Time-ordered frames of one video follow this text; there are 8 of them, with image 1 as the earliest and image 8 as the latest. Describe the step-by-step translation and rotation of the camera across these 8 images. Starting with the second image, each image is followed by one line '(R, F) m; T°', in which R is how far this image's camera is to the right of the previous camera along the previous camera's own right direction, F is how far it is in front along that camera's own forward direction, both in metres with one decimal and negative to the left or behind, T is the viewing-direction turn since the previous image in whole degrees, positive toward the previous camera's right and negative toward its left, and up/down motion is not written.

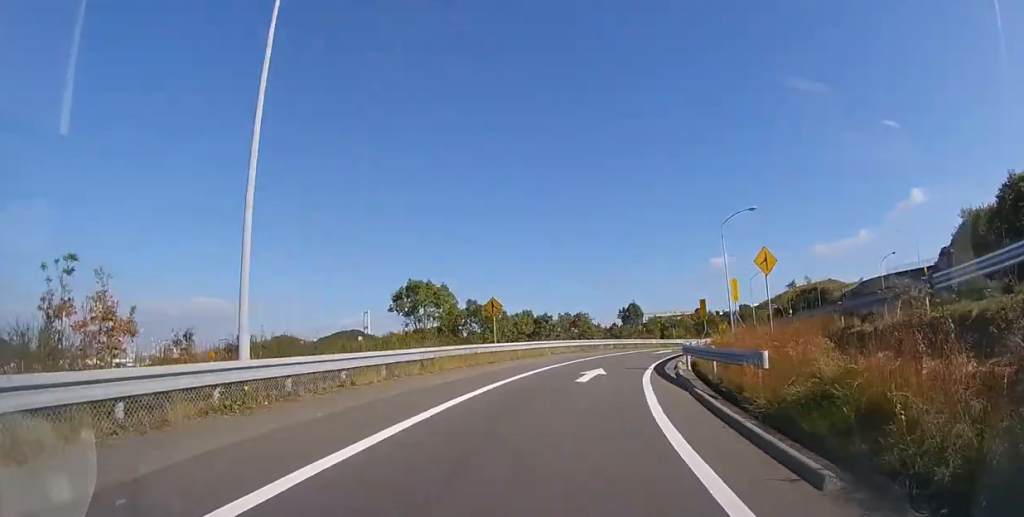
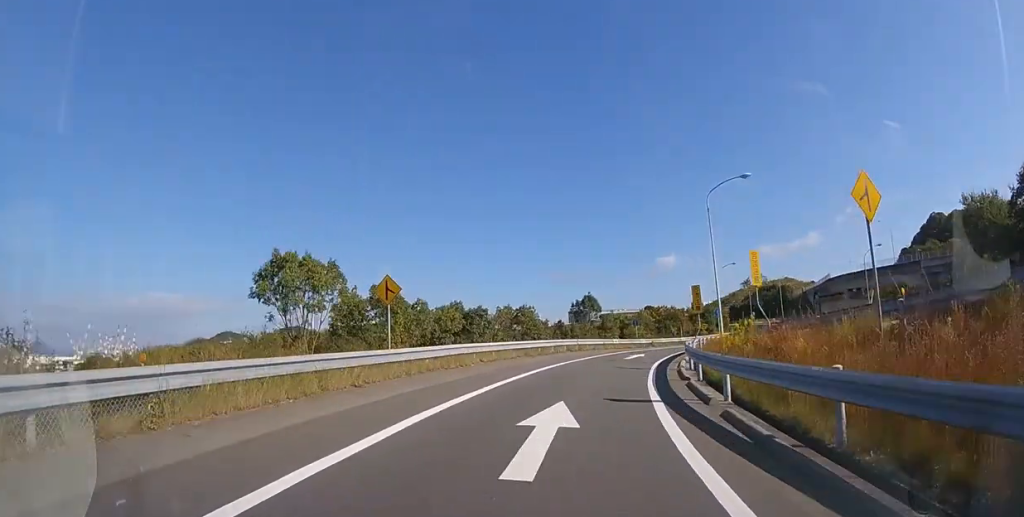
(+0.5, +8.9) m; +6°
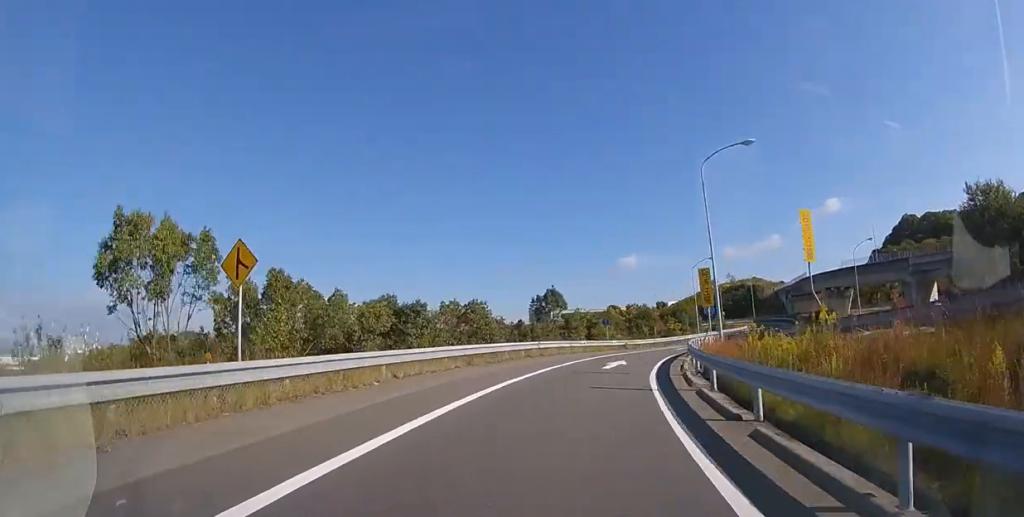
(+0.3, +6.7) m; +5°
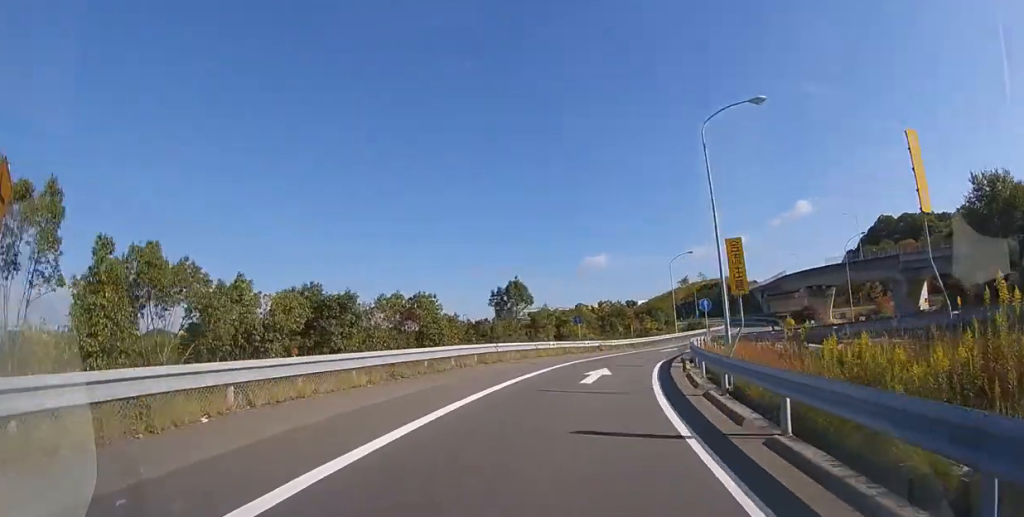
(+0.1, +5.3) m; +4°
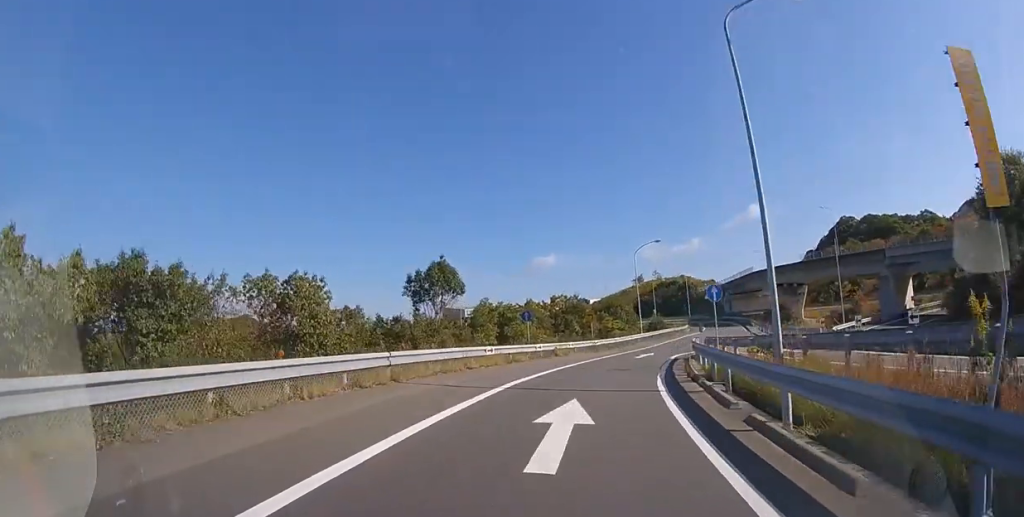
(+0.4, +8.4) m; +6°
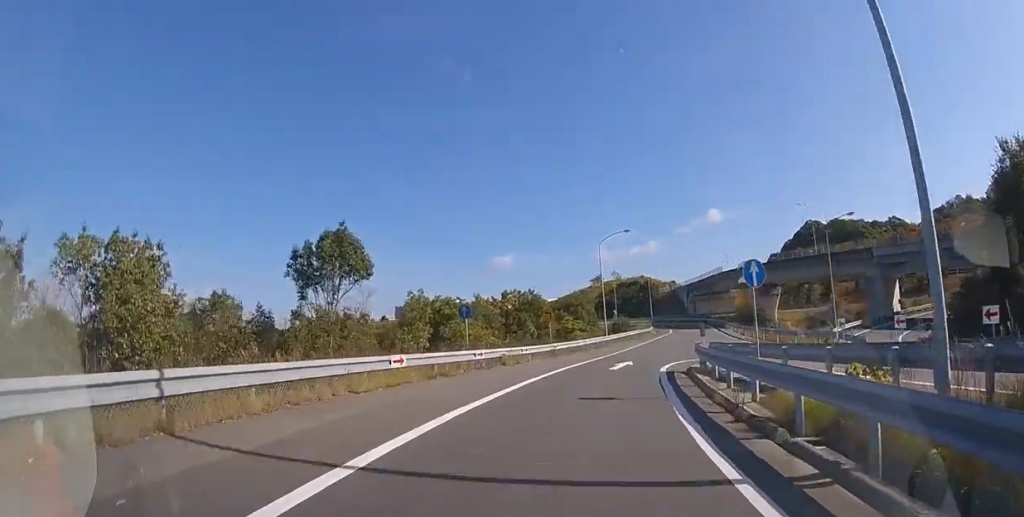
(+0.3, +6.6) m; +5°
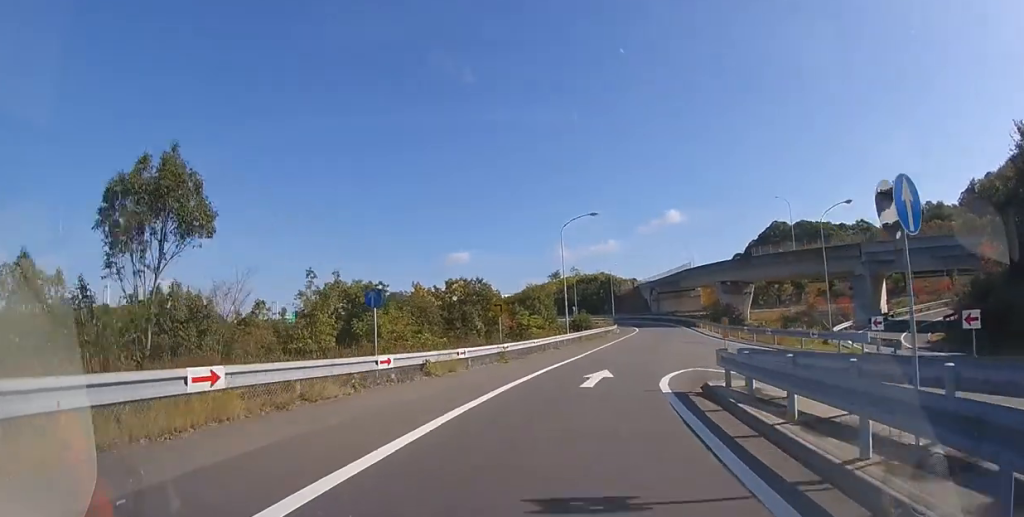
(+0.2, +6.6) m; +5°
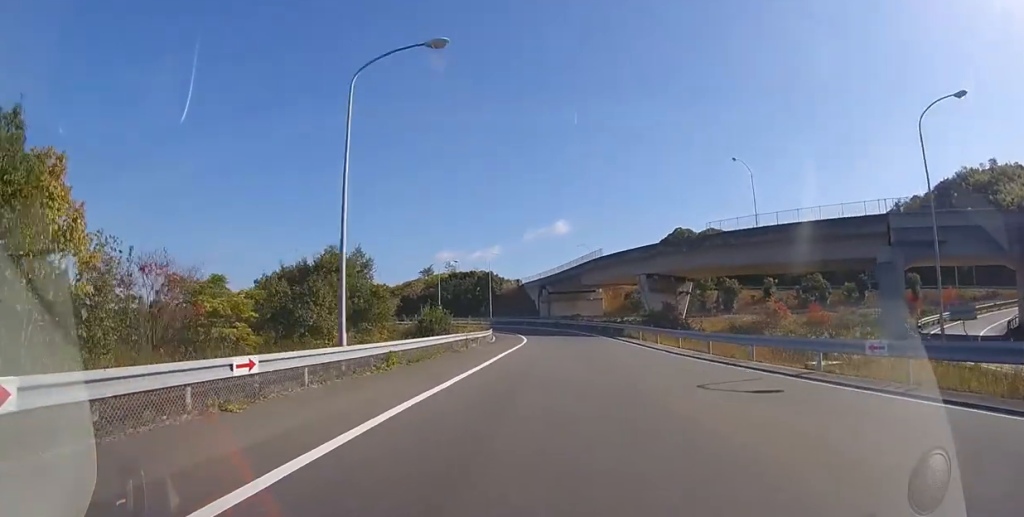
(+4.1, +25.0) m; +16°
